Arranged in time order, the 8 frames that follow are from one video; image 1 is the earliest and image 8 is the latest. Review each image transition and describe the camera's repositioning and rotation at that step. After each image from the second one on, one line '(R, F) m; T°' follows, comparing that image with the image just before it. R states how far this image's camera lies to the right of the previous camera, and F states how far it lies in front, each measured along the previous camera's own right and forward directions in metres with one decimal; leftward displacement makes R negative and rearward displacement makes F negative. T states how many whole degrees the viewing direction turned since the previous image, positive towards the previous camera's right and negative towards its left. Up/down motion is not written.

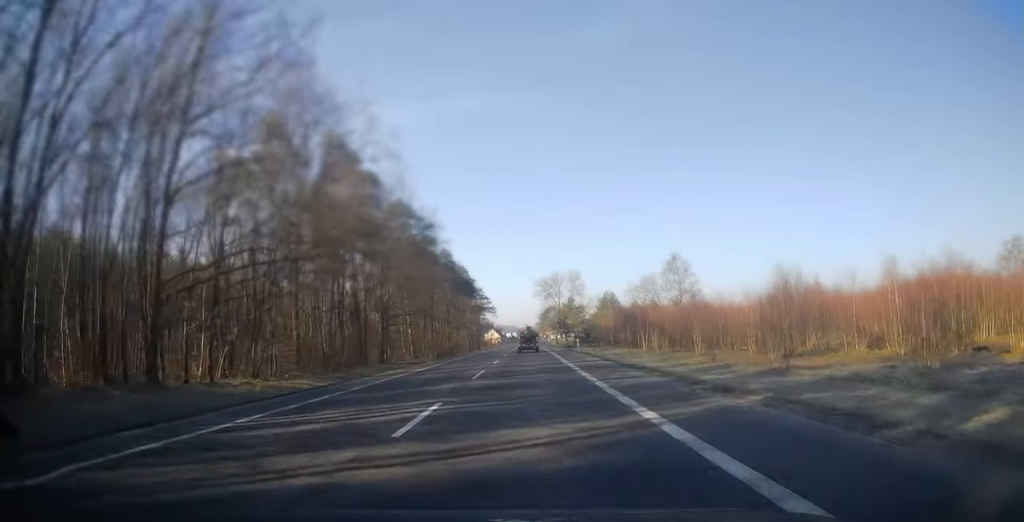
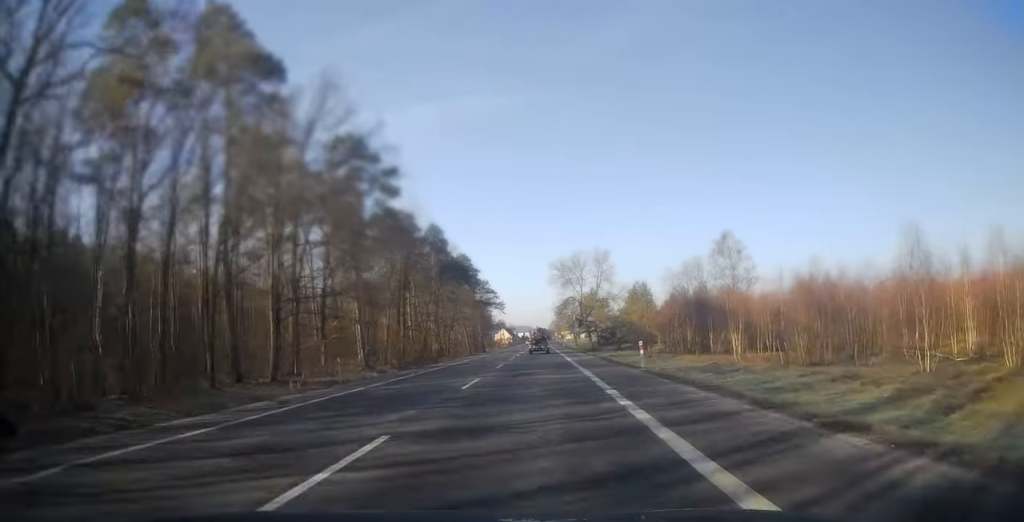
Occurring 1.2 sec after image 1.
(-0.7, +27.6) m; -2°
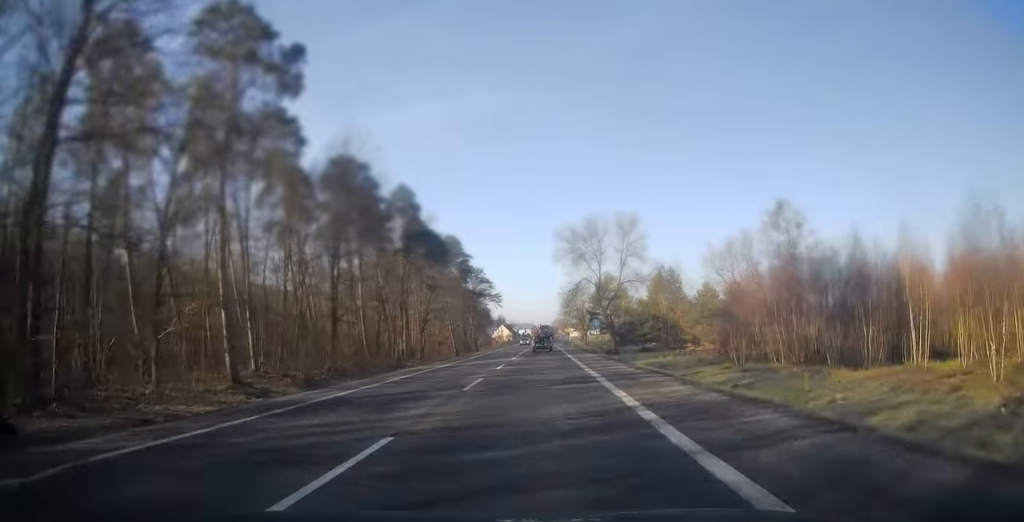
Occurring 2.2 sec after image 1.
(-0.1, +24.0) m; 0°
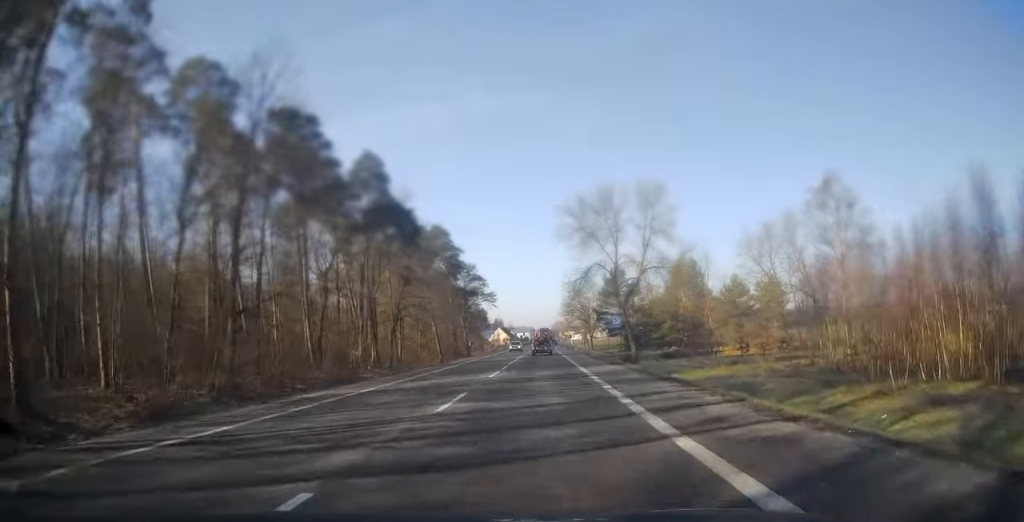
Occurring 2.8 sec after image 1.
(-0.1, +14.8) m; 0°
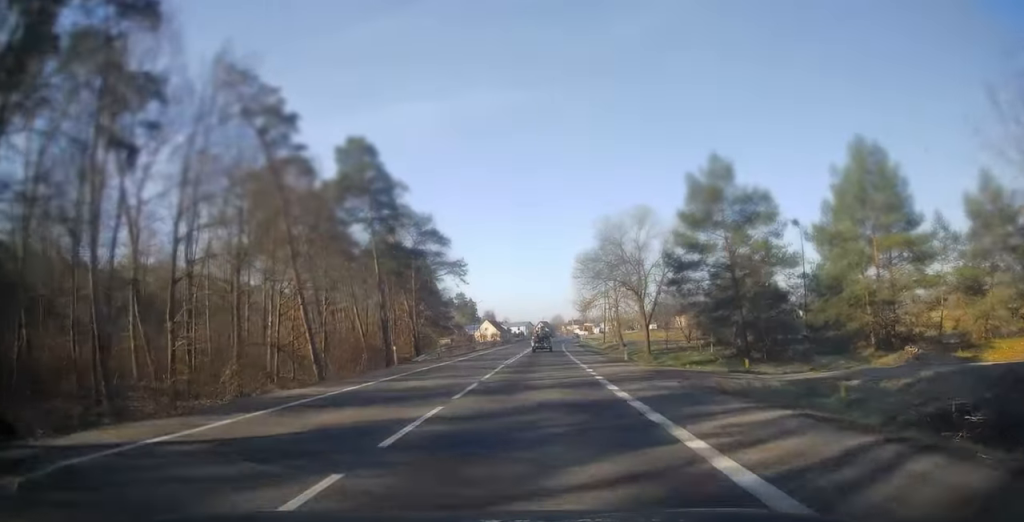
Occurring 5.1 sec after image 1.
(+0.6, +51.4) m; +1°
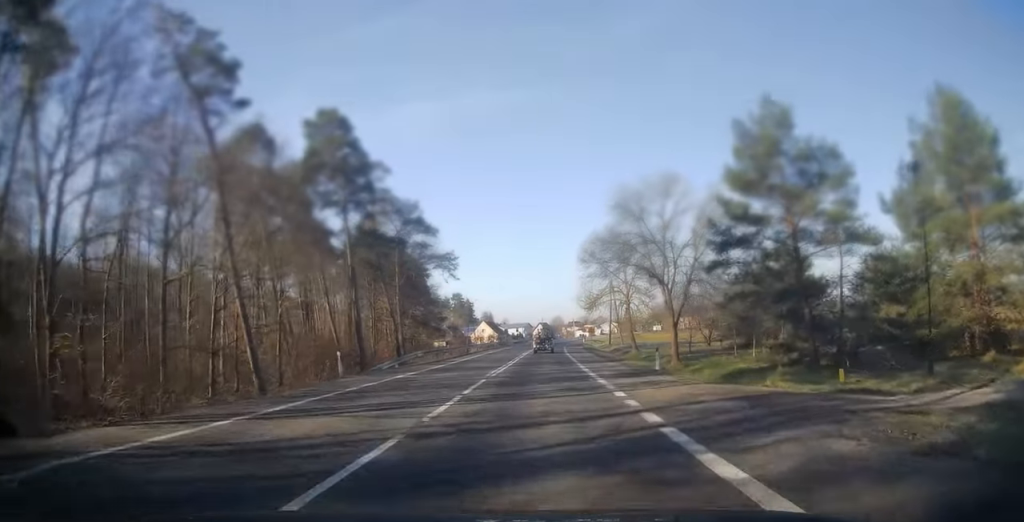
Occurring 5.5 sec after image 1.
(+0.1, +9.2) m; 0°
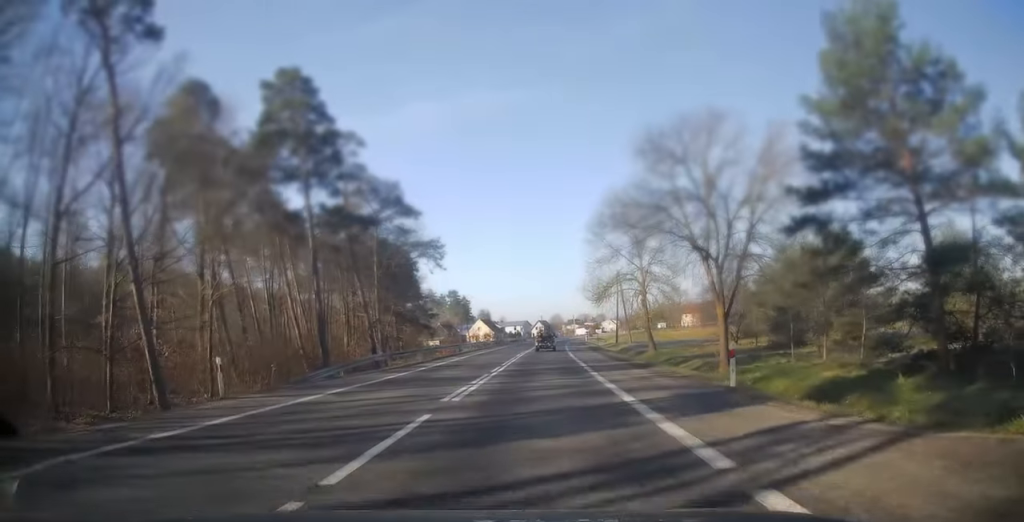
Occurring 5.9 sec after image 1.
(+0.2, +9.6) m; 0°
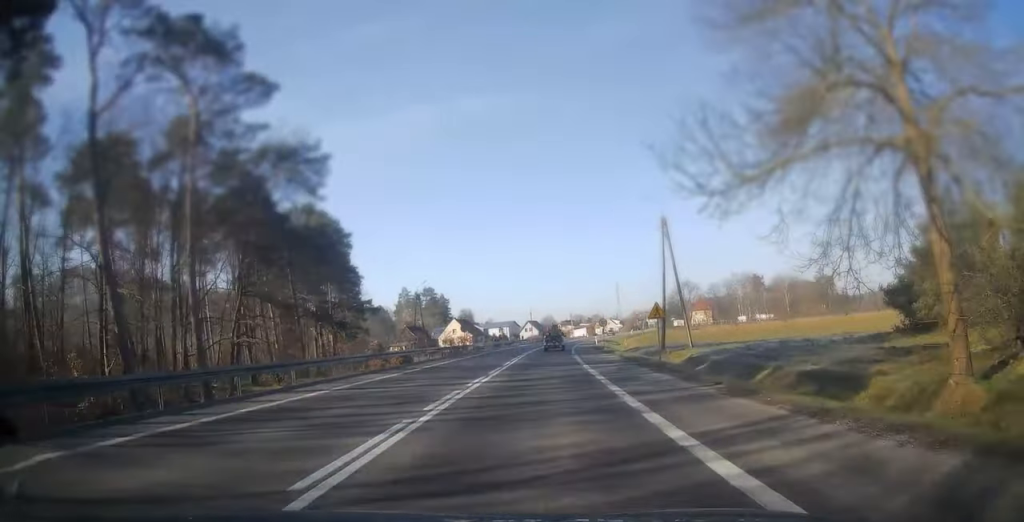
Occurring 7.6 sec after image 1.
(-0.2, +36.7) m; +1°
